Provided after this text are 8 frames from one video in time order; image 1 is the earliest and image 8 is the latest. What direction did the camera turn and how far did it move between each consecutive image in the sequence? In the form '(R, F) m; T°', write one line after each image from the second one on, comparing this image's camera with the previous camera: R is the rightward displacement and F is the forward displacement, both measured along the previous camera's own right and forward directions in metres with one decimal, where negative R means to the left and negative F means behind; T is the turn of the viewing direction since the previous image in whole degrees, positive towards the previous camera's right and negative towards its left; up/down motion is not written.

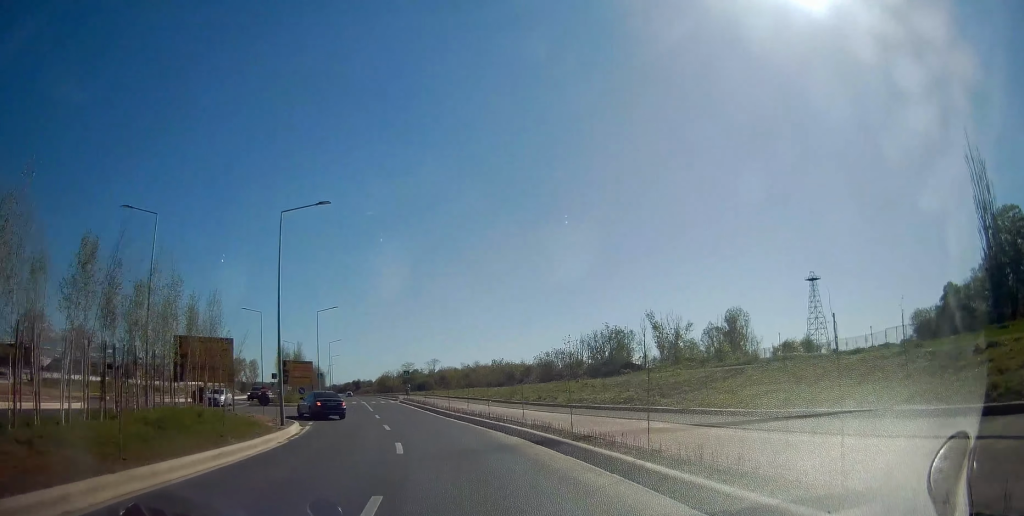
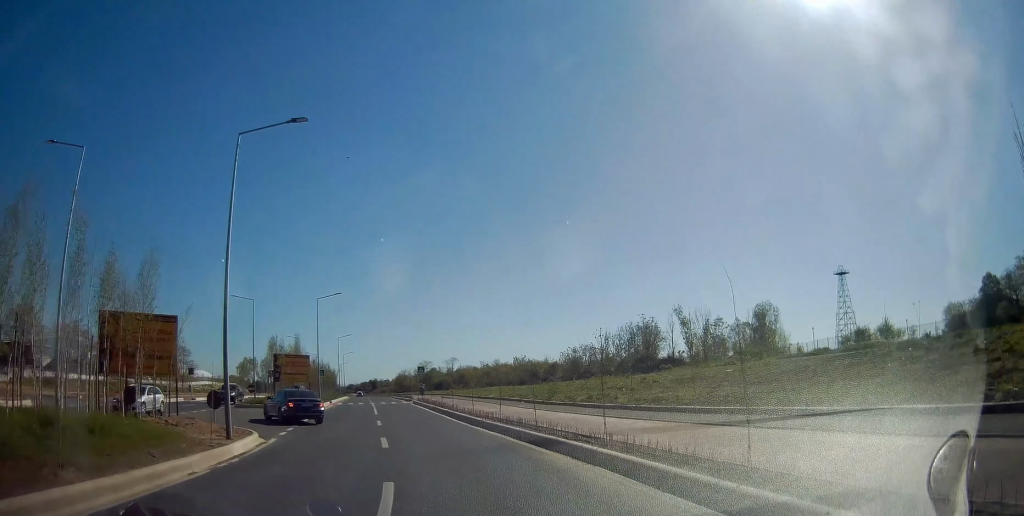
(0.0, +7.9) m; -1°
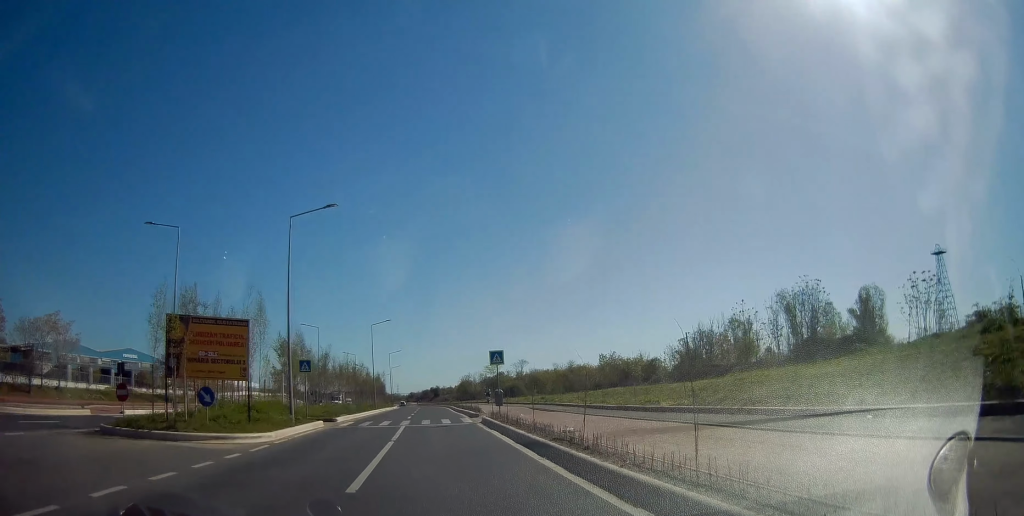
(-2.8, +25.3) m; -10°
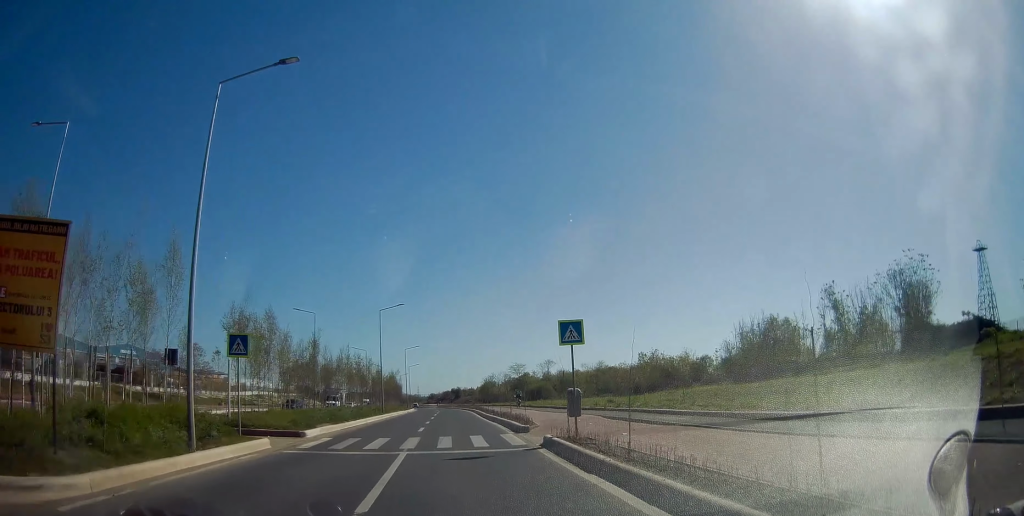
(0.0, +12.2) m; -2°
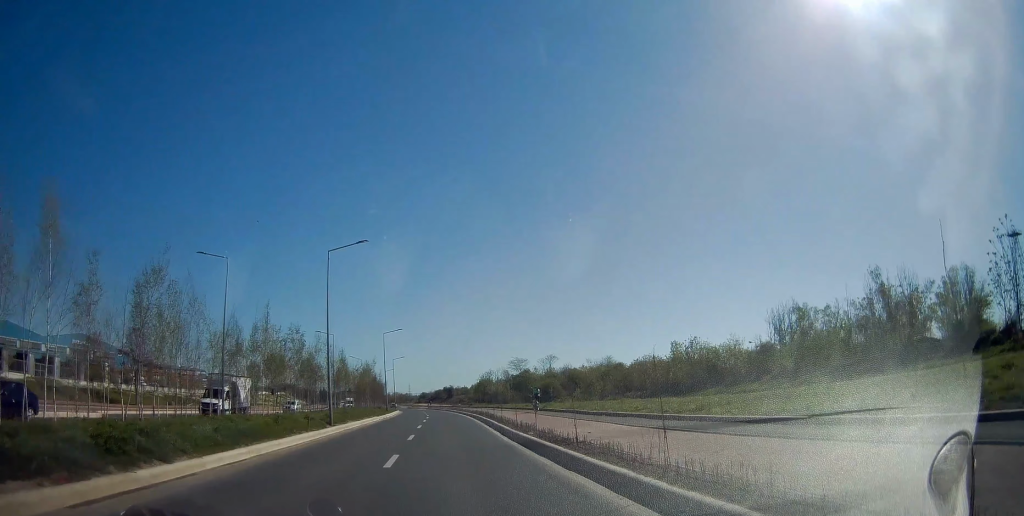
(-0.7, +20.3) m; 0°
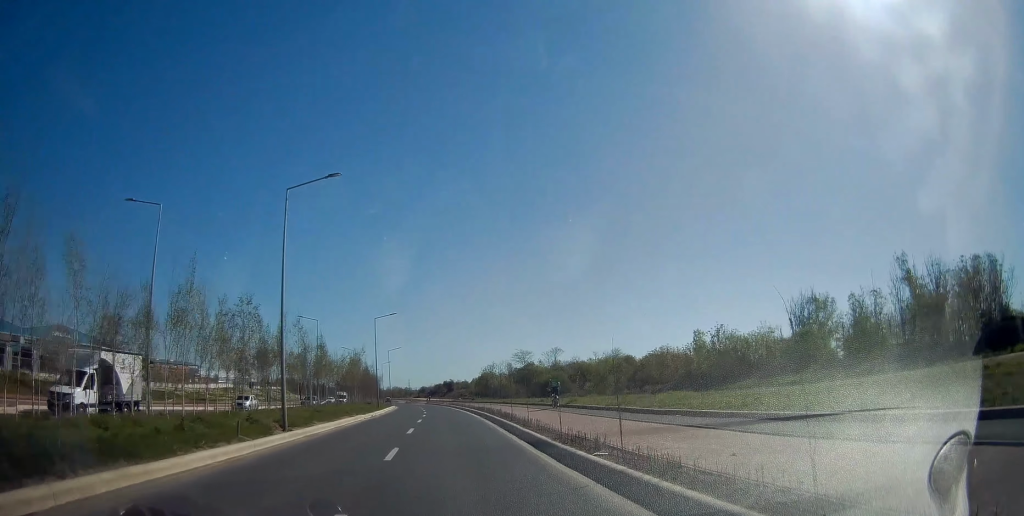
(+0.7, +8.5) m; +1°
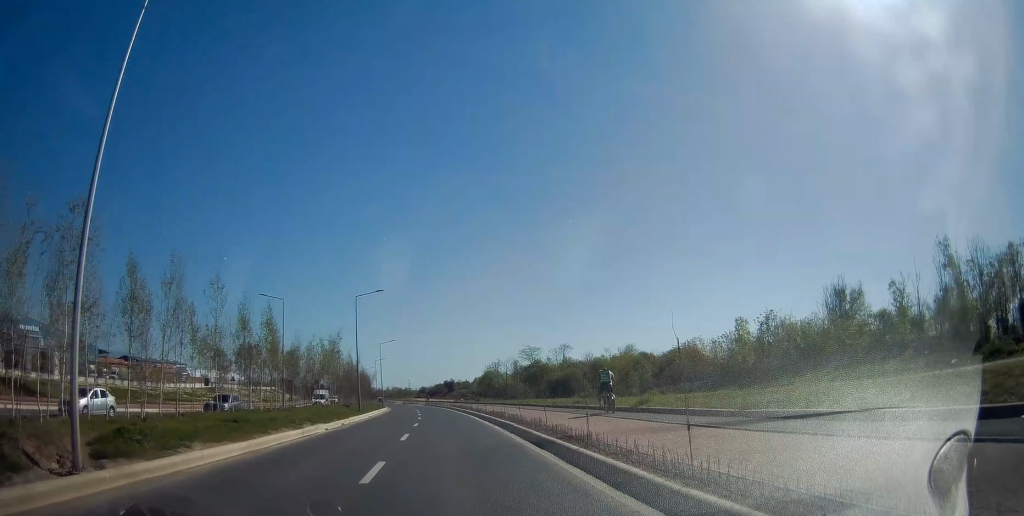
(+0.1, +12.5) m; 0°
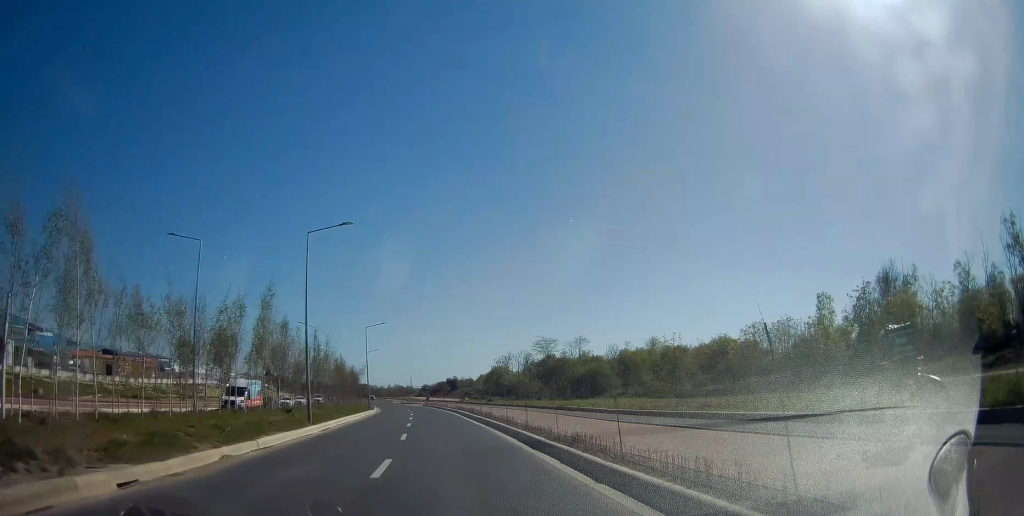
(0.0, +16.7) m; +1°
